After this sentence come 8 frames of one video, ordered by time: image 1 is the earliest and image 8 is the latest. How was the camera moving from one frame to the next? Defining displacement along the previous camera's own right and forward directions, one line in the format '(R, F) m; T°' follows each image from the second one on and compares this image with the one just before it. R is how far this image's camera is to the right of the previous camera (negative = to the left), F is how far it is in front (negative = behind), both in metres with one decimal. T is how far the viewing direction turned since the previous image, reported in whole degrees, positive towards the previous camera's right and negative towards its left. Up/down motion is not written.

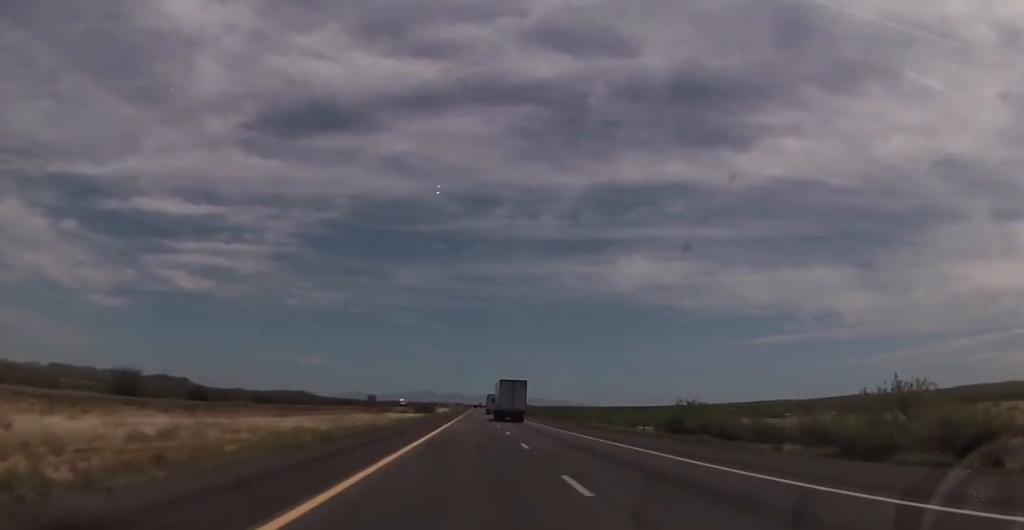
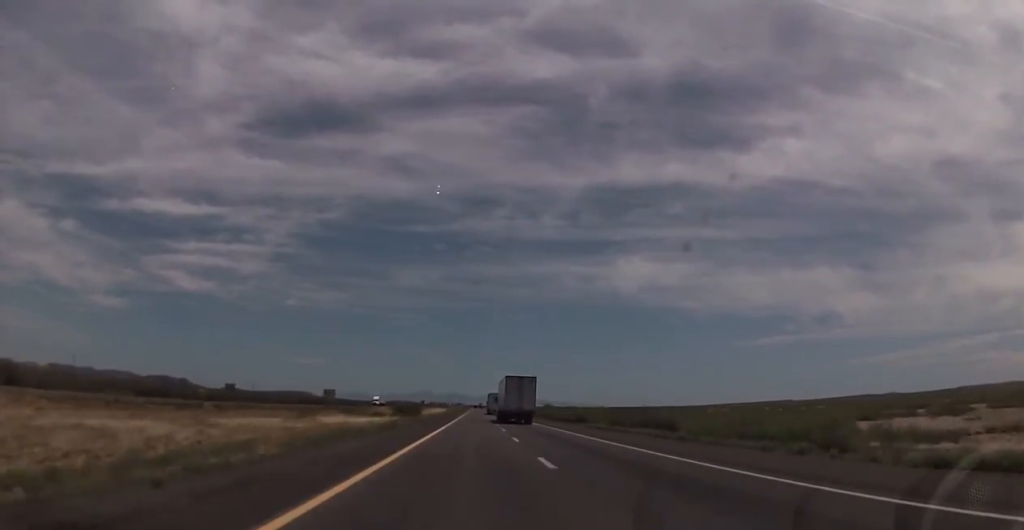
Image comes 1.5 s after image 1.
(-0.2, +56.3) m; +1°
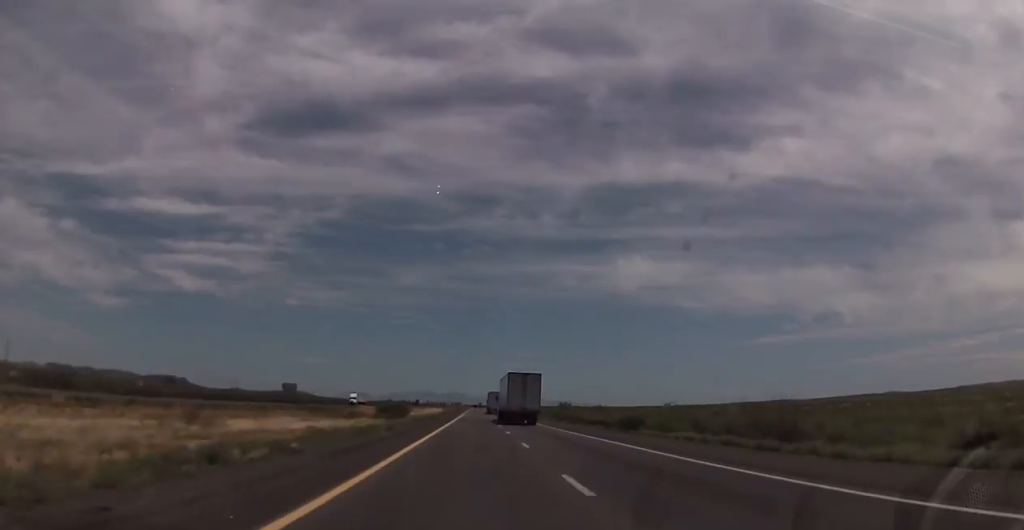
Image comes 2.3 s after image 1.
(+0.5, +29.4) m; 0°
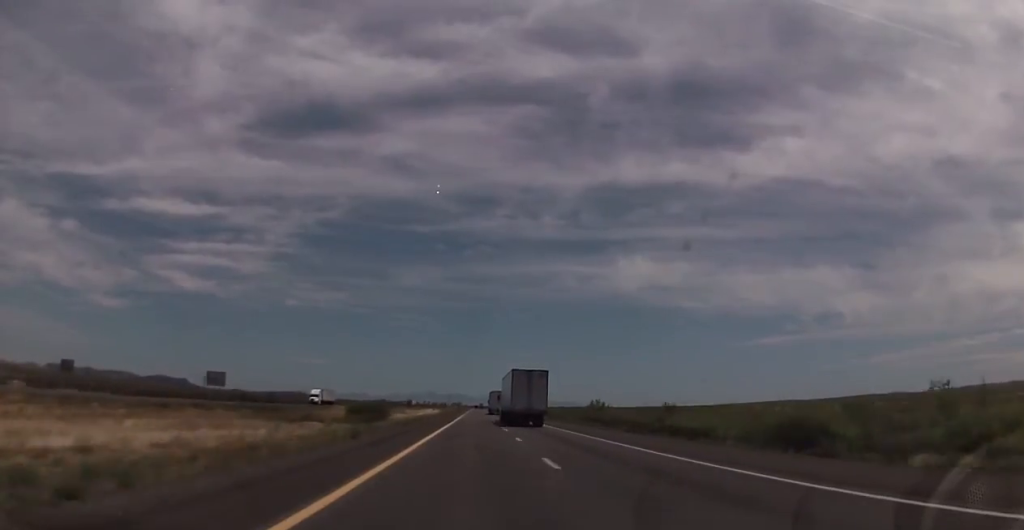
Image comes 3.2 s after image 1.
(-0.4, +31.7) m; 0°
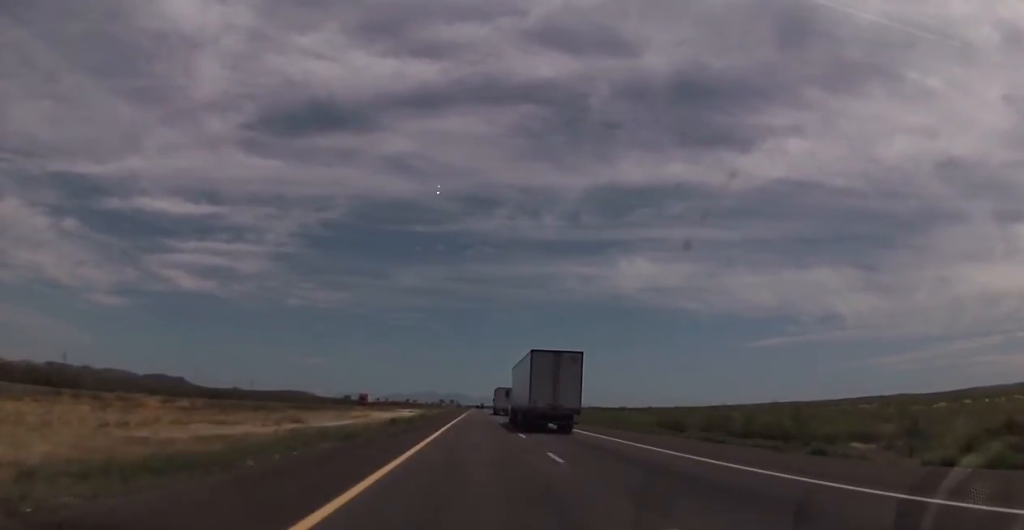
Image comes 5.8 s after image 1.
(-0.2, +96.6) m; 0°
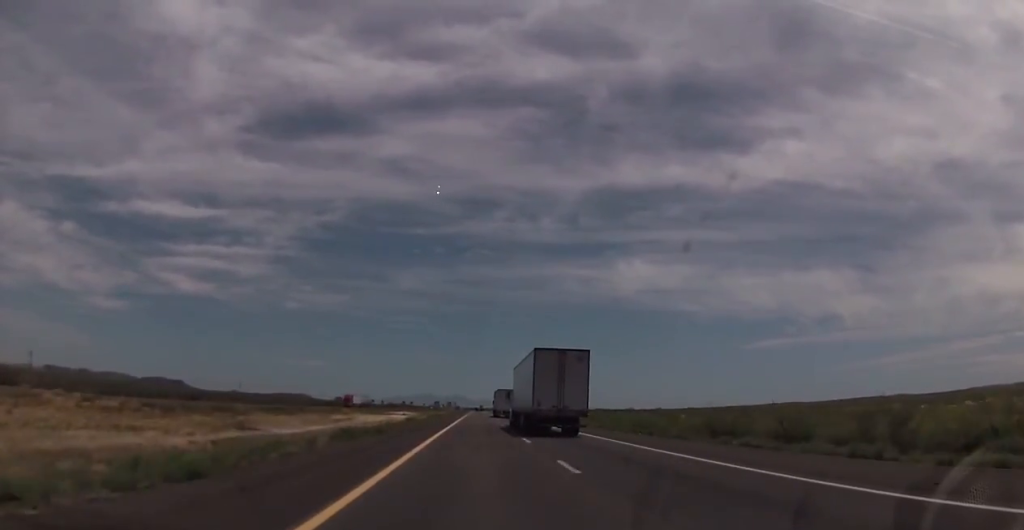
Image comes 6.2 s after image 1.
(-0.1, +14.6) m; 0°
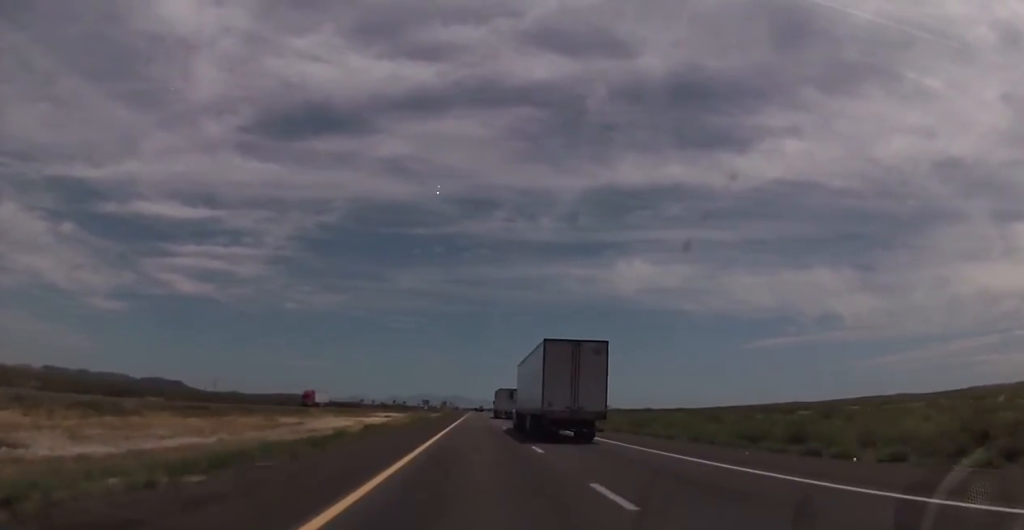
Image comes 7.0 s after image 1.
(+0.3, +29.3) m; +1°
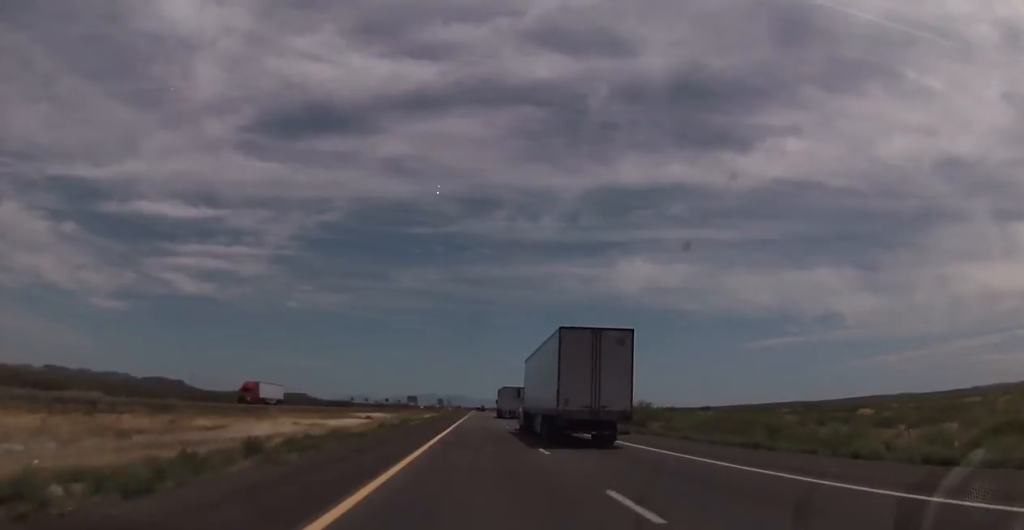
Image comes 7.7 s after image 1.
(+0.2, +25.6) m; 0°
